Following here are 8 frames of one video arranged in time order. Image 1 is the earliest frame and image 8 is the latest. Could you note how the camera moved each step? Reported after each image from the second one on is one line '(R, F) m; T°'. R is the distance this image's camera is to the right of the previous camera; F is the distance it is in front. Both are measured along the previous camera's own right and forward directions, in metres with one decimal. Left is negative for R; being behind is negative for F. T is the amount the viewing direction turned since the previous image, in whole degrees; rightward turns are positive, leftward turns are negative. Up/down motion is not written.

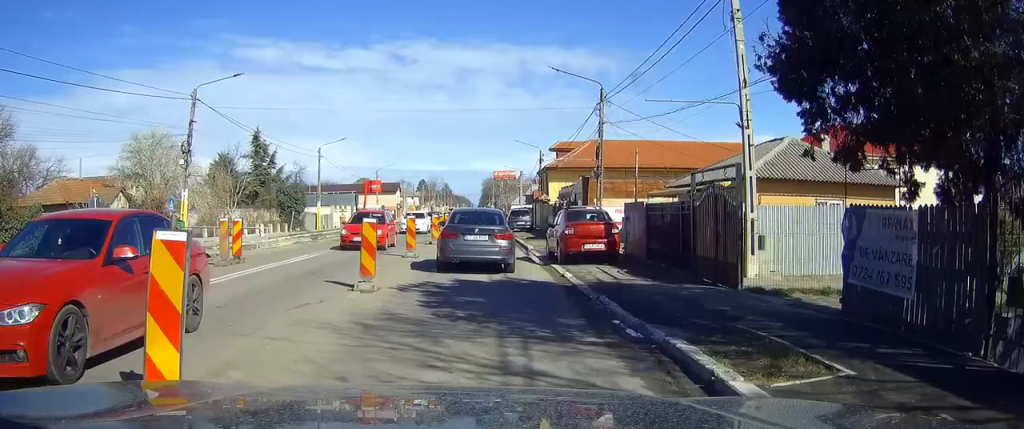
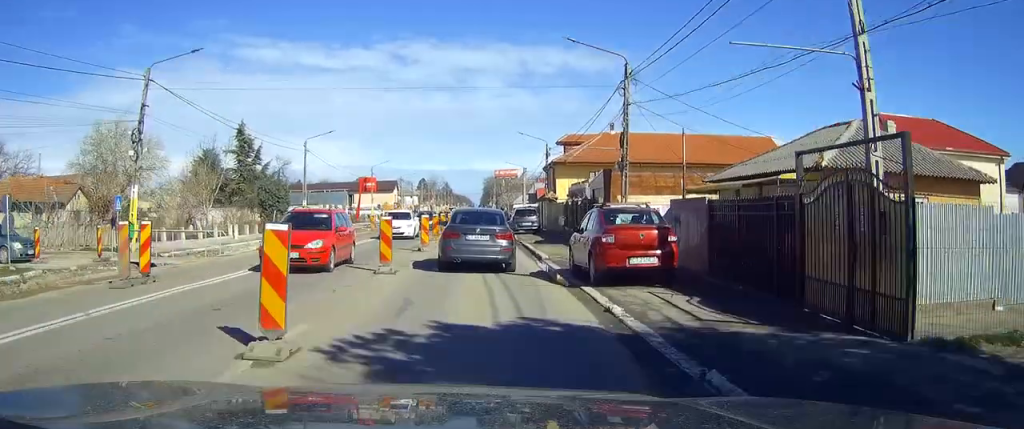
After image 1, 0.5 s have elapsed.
(0.0, +6.0) m; 0°
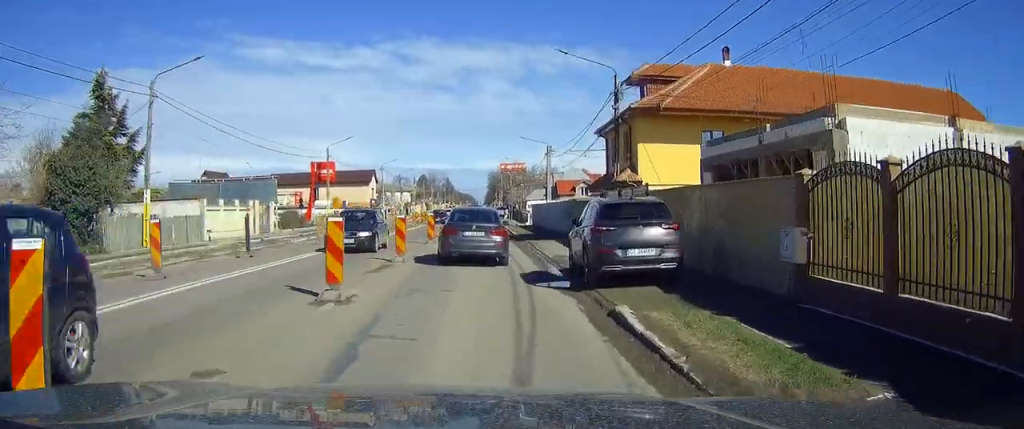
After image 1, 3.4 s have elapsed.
(+0.5, +31.6) m; +1°
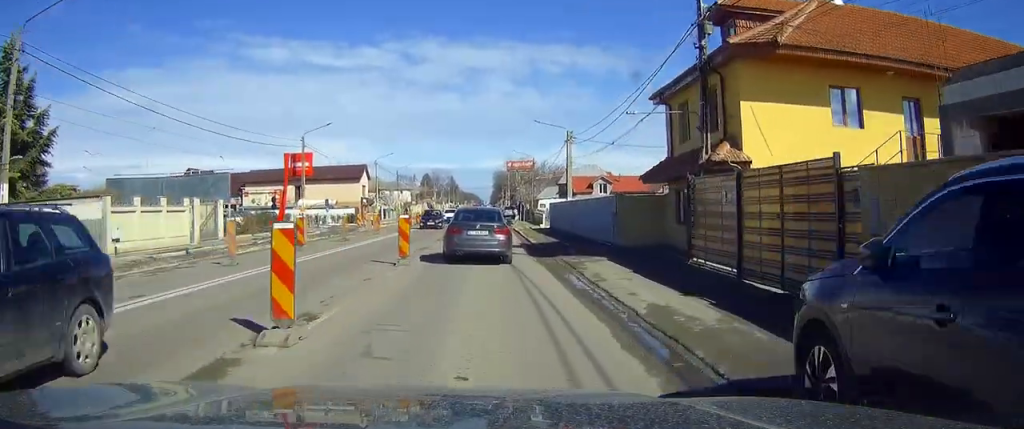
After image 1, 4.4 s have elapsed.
(-0.1, +12.0) m; -1°
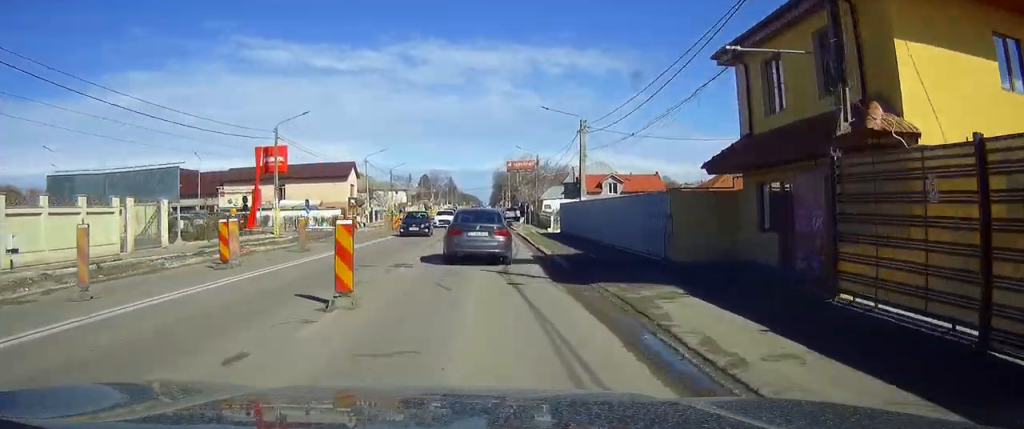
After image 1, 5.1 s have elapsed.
(-0.1, +7.5) m; -1°
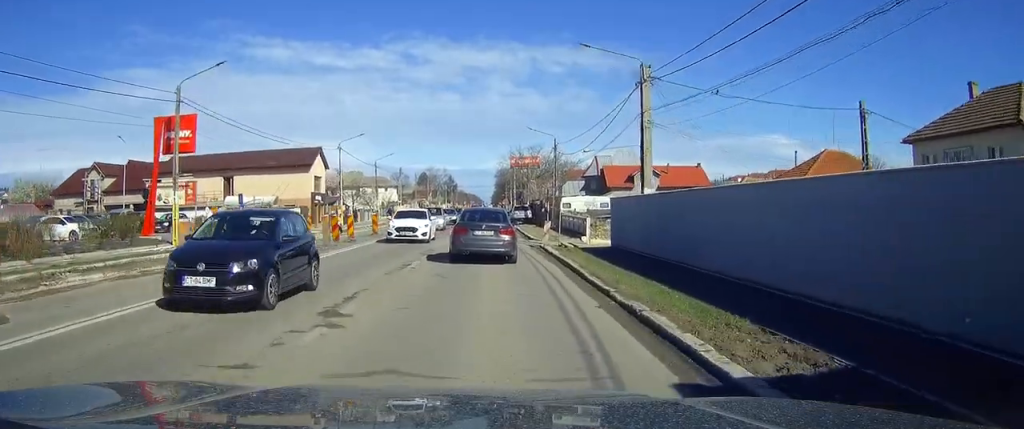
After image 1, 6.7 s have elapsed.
(0.0, +18.0) m; 0°
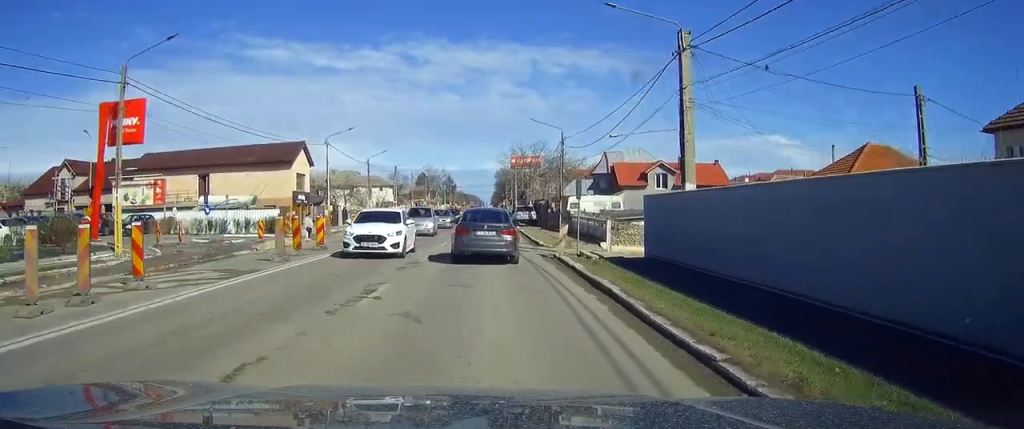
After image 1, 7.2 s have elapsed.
(0.0, +6.0) m; 0°
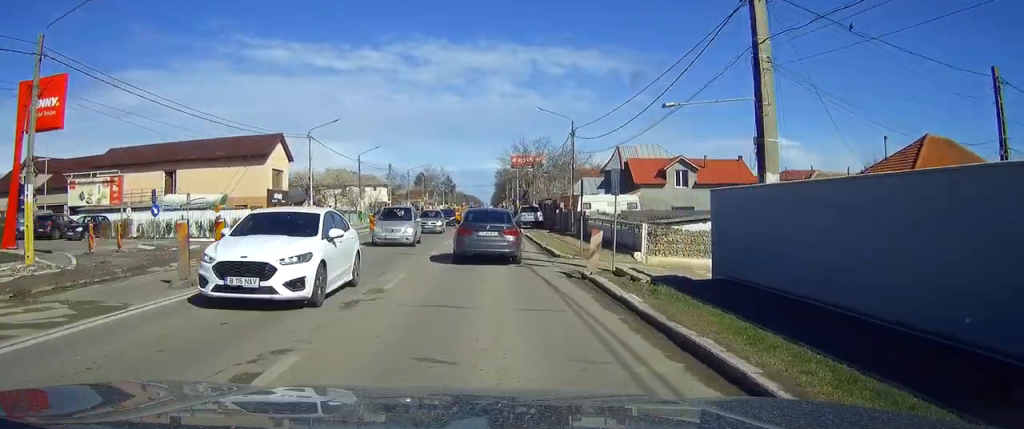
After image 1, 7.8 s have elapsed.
(0.0, +6.8) m; 0°
